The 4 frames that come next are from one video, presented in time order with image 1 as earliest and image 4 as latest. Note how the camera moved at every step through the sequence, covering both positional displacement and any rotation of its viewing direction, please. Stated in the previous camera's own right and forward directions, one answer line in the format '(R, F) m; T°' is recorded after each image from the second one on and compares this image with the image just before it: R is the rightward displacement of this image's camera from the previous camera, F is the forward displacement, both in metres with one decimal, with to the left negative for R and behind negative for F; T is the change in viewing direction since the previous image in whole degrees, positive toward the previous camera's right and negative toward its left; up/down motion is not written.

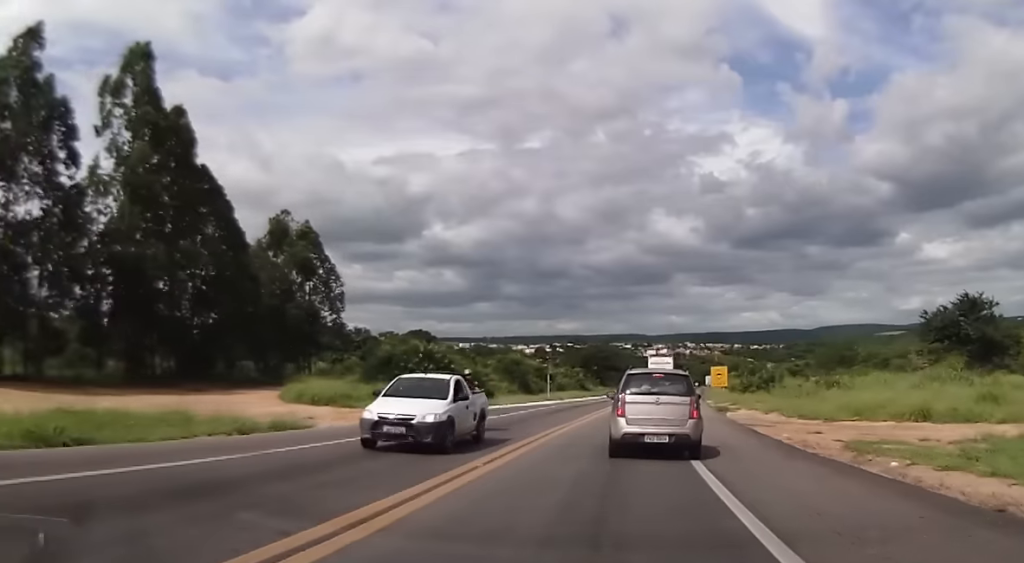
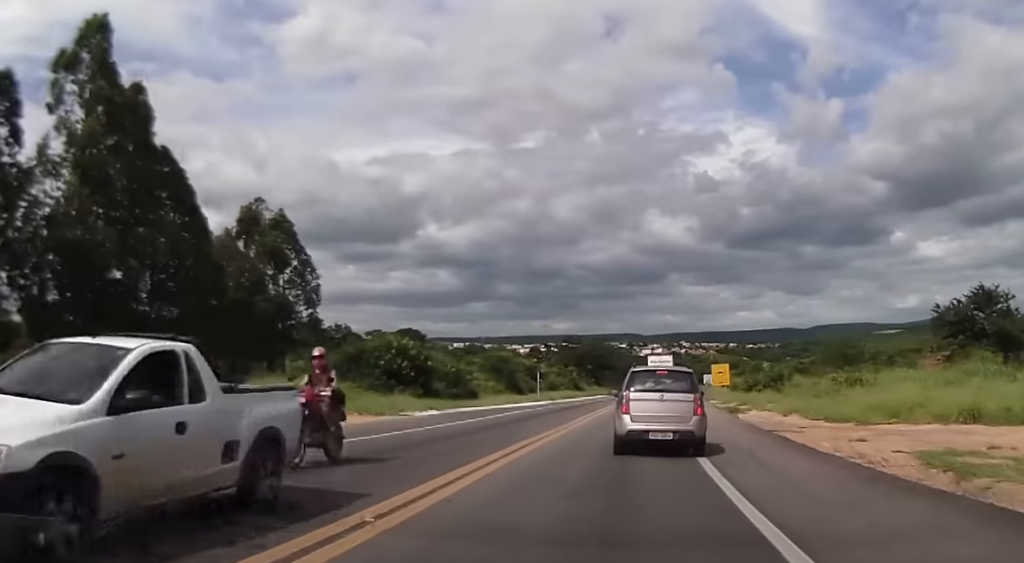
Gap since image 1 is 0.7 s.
(0.0, +4.9) m; 0°
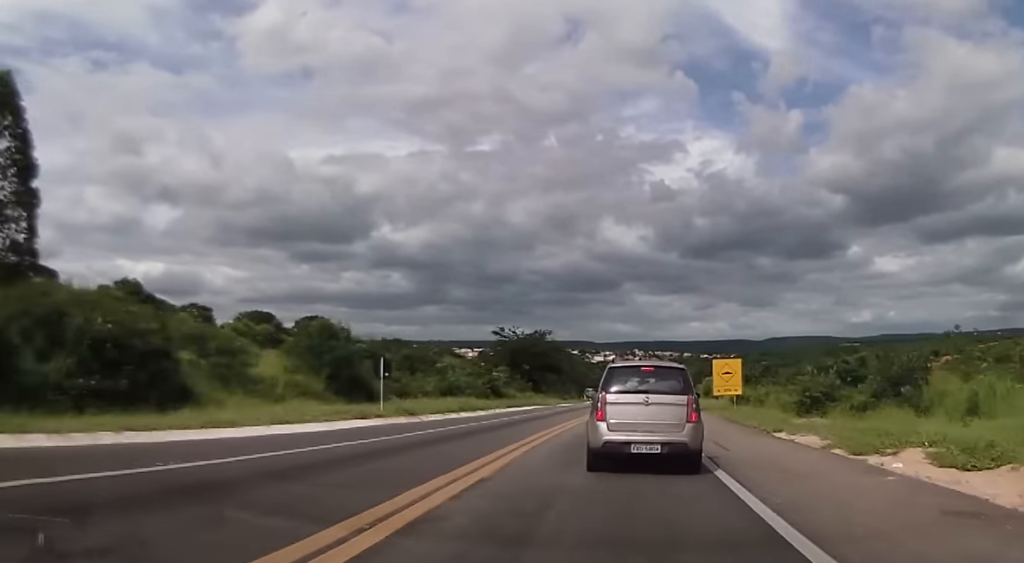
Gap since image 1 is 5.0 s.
(+1.7, +34.7) m; +3°
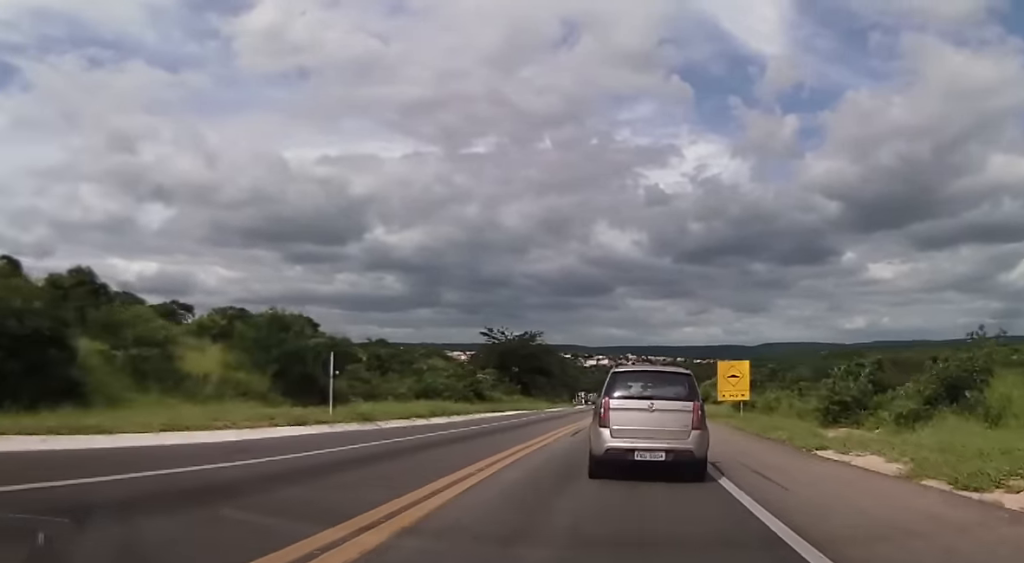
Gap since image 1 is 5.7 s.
(-0.2, +5.8) m; +1°
